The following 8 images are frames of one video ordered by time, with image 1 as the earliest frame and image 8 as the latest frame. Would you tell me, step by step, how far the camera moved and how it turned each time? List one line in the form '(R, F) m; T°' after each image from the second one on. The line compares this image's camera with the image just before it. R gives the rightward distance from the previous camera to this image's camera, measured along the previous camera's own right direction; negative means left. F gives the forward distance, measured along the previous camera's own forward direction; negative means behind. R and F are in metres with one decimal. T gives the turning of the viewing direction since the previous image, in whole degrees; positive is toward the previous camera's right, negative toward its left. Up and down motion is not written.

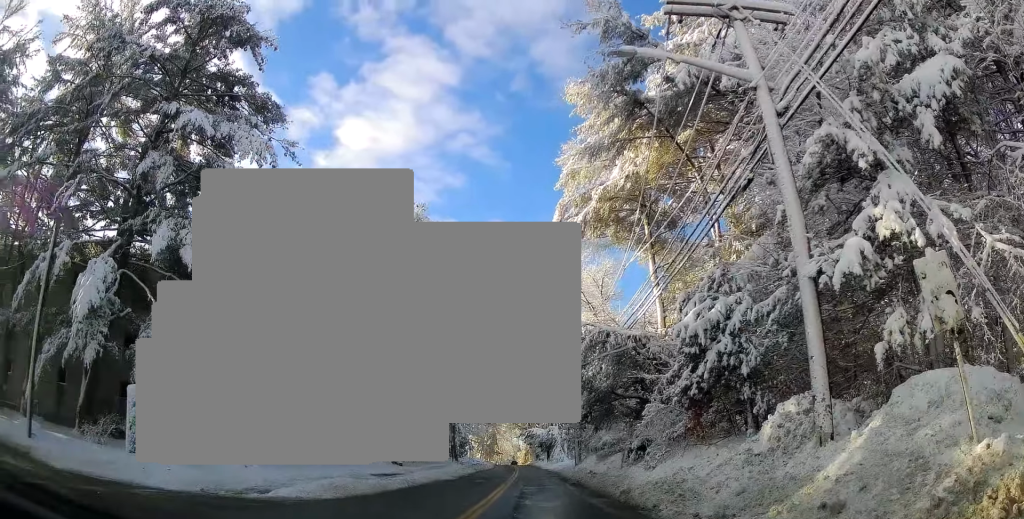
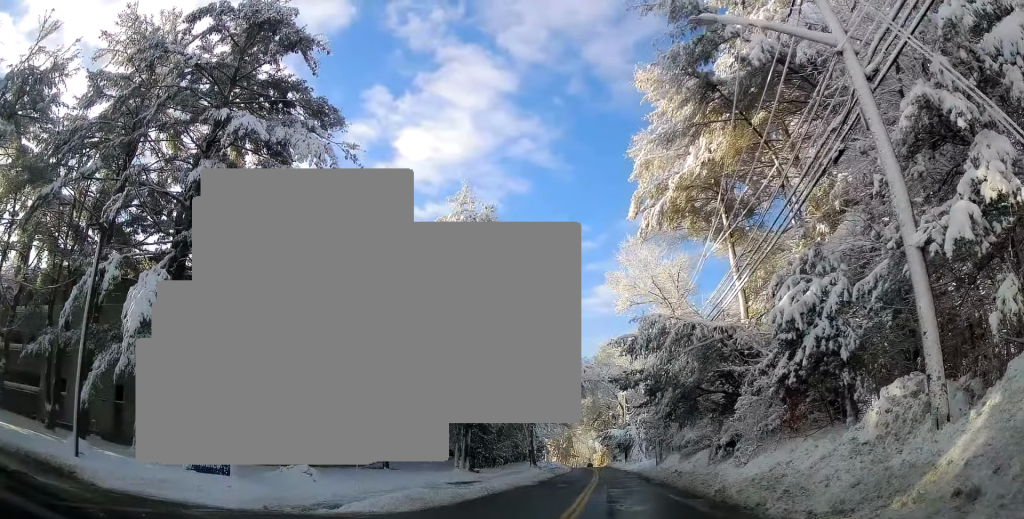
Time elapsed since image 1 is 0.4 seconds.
(0.0, +1.1) m; -4°
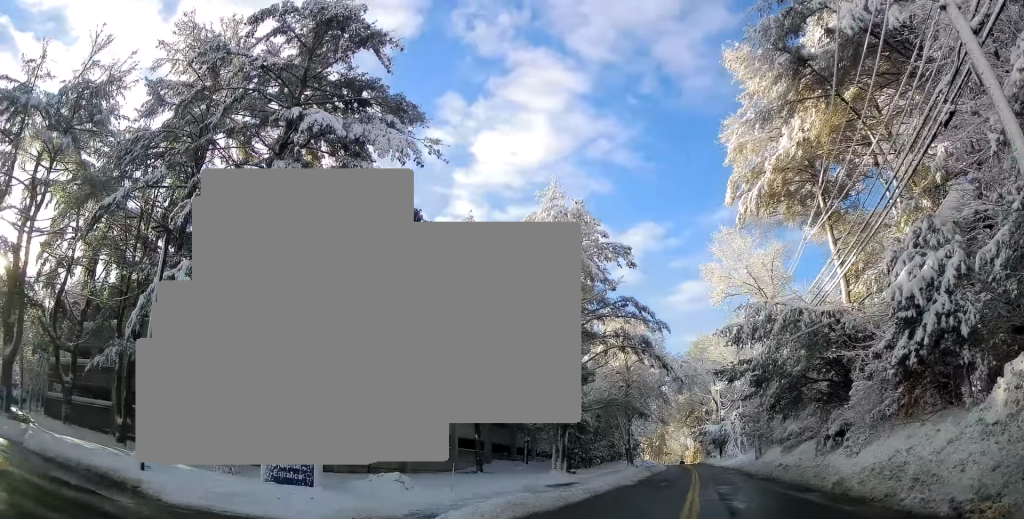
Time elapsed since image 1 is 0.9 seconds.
(0.0, +1.0) m; -6°
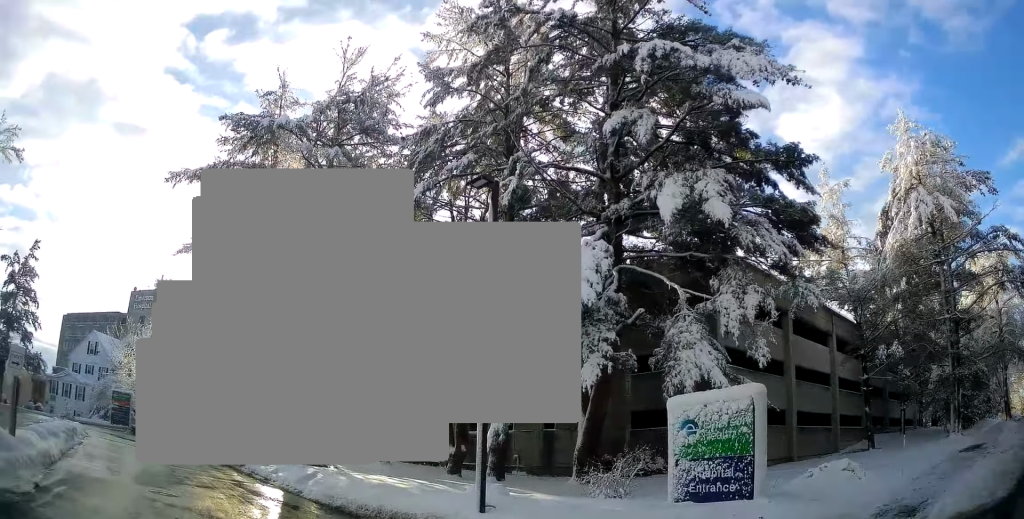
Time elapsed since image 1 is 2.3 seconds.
(-0.6, +3.0) m; -19°
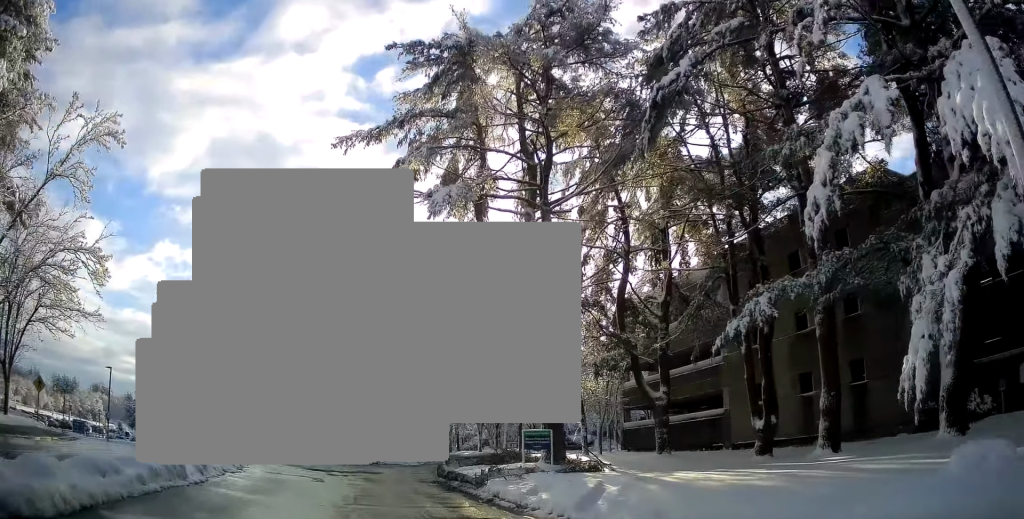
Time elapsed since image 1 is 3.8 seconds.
(-0.2, +3.5) m; -22°
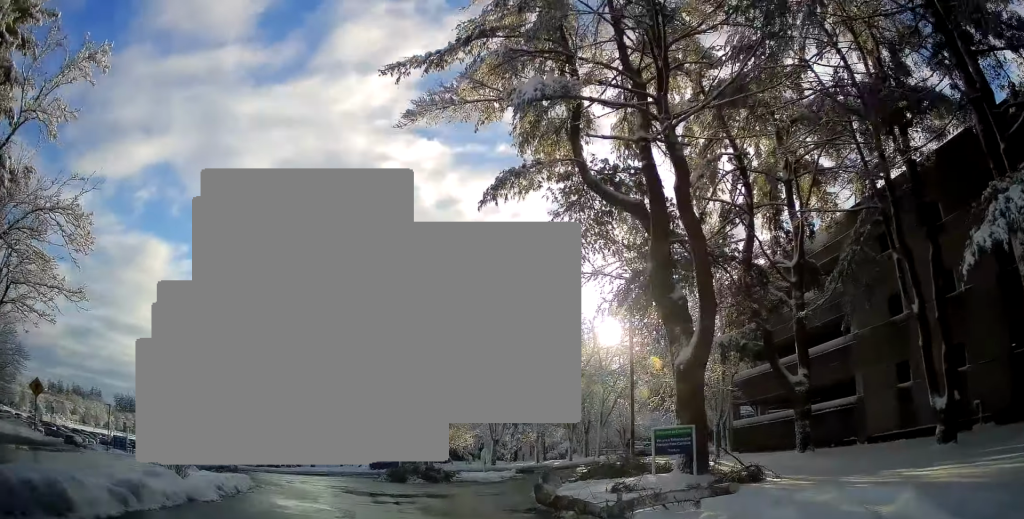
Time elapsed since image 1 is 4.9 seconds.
(-1.1, +3.3) m; -21°
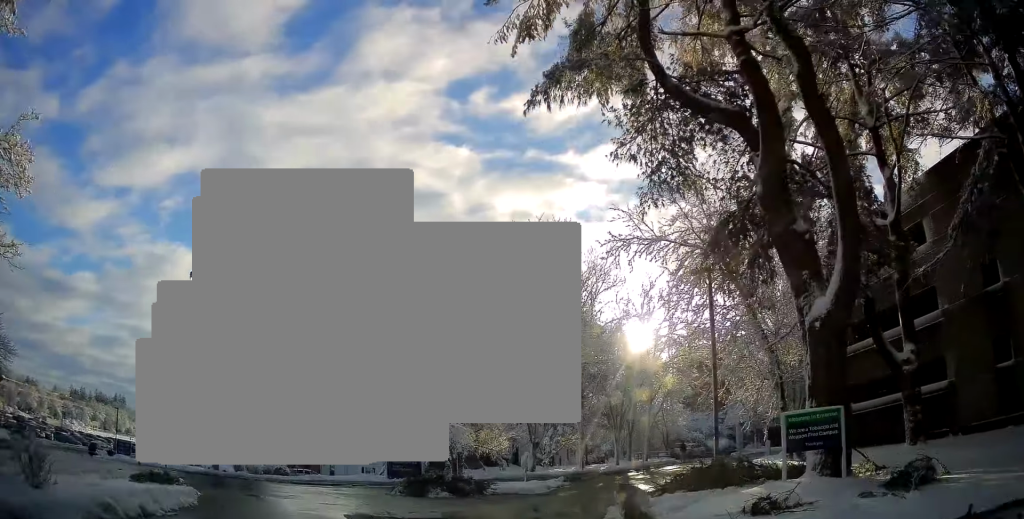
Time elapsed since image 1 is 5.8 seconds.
(-0.2, +3.7) m; -6°
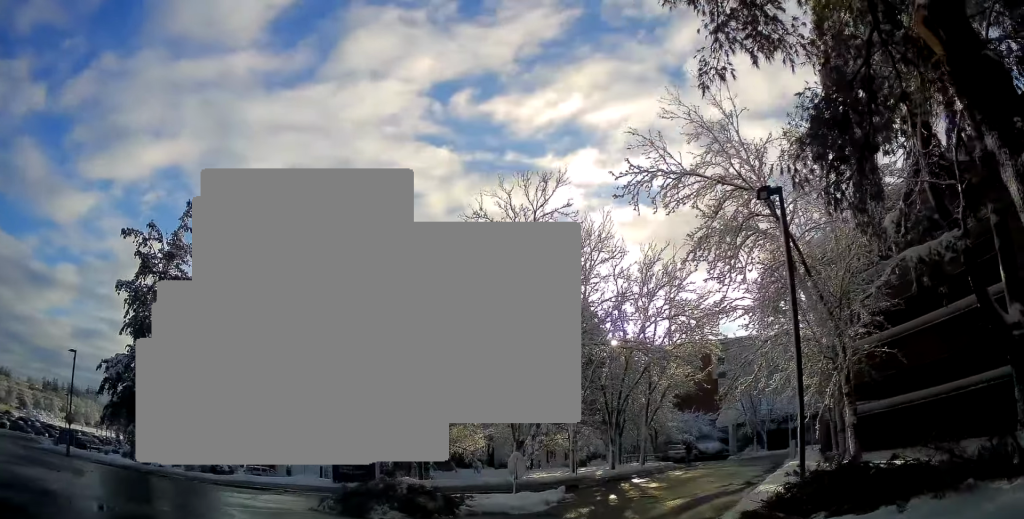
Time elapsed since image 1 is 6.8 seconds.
(-0.2, +5.5) m; -8°
